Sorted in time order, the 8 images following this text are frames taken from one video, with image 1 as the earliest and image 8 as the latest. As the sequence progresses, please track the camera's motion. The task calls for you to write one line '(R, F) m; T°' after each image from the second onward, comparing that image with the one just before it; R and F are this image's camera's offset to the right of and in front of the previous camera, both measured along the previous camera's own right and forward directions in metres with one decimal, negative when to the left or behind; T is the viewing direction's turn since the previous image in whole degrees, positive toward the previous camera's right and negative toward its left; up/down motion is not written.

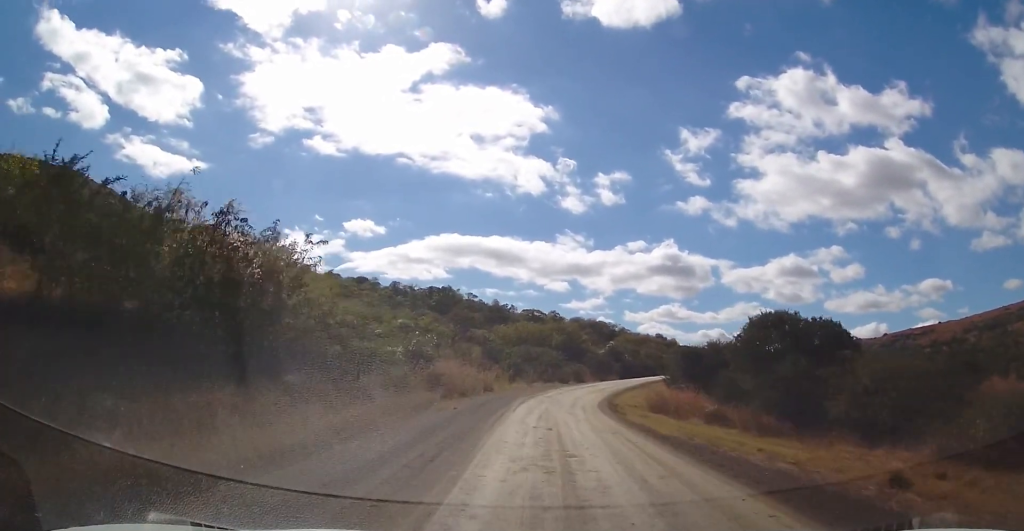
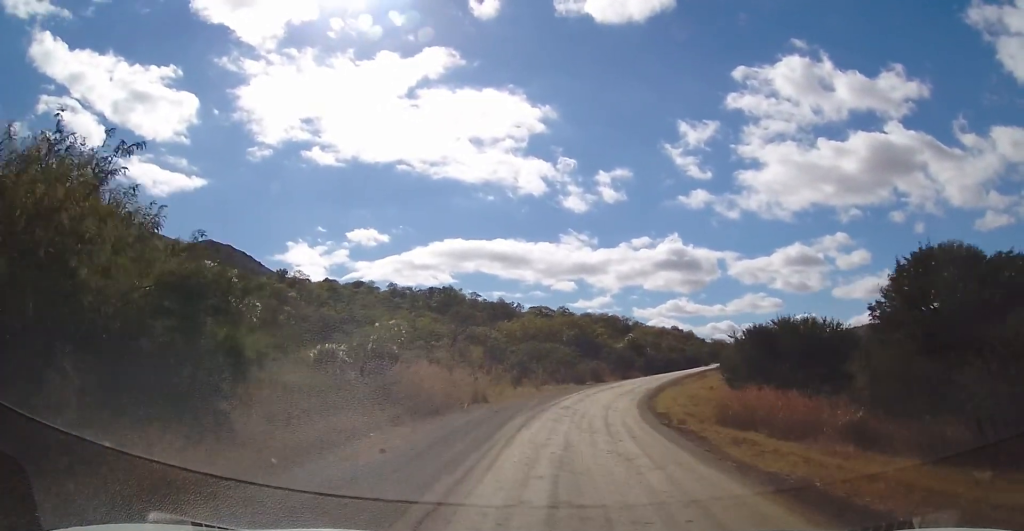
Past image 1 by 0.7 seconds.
(-0.2, +11.6) m; 0°
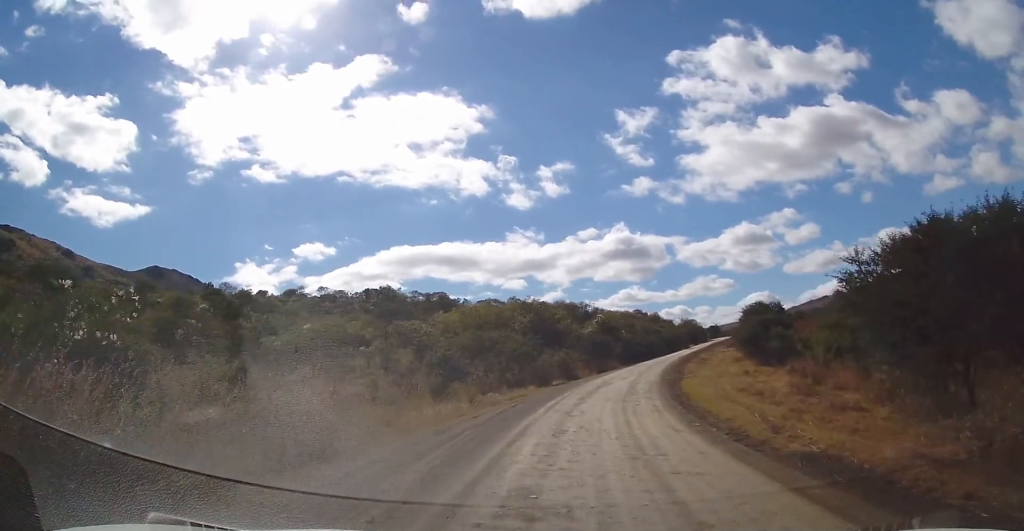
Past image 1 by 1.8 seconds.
(0.0, +18.0) m; +3°
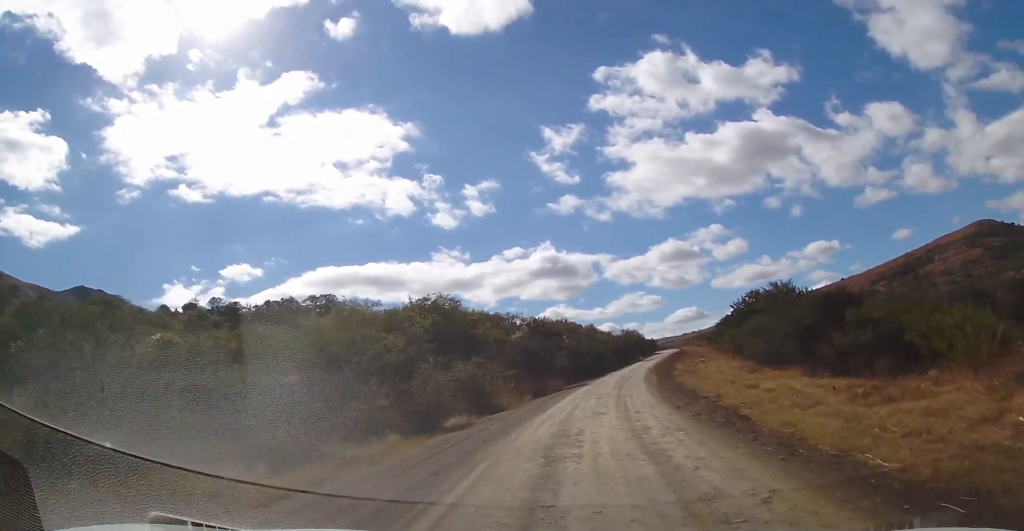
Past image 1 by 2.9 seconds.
(+1.0, +19.0) m; +7°
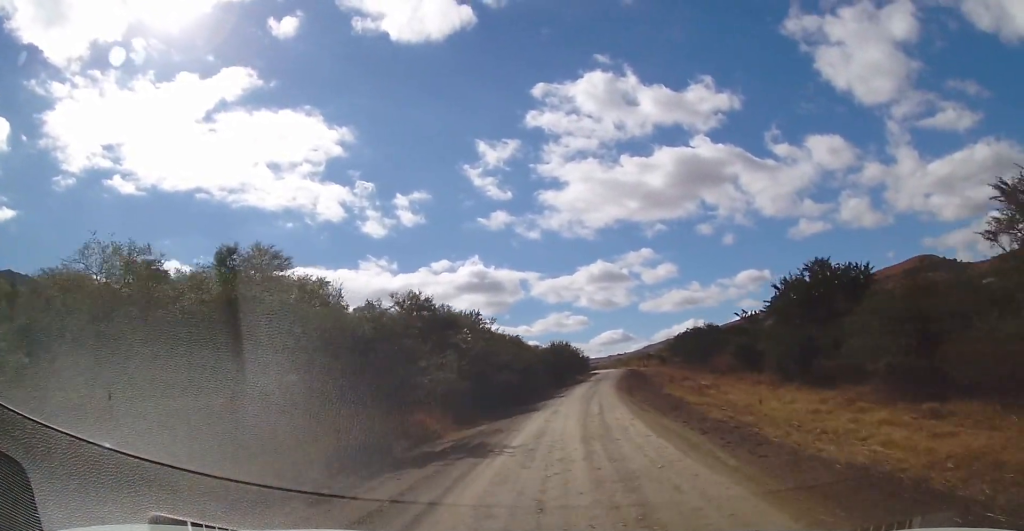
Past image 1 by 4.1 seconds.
(+1.4, +22.3) m; +6°
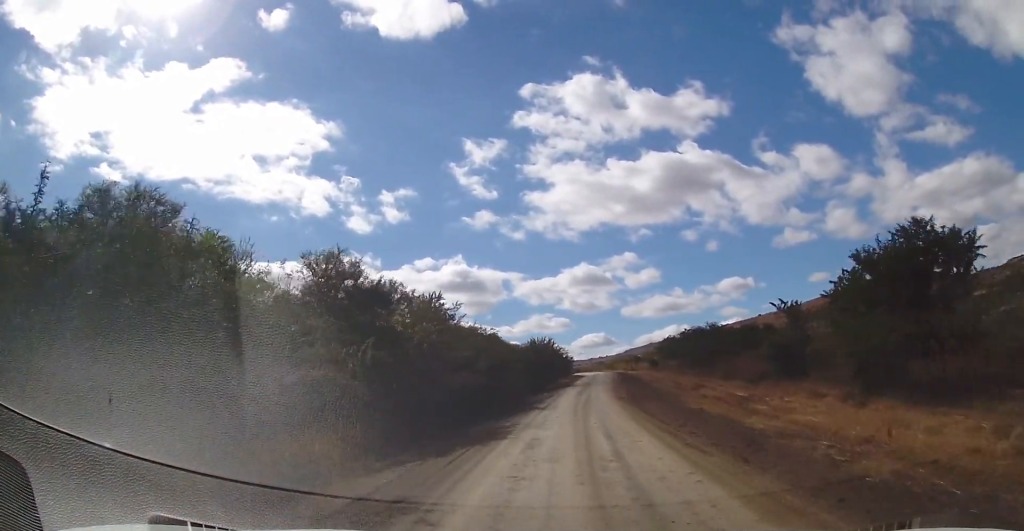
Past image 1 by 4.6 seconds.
(+0.2, +8.9) m; +2°
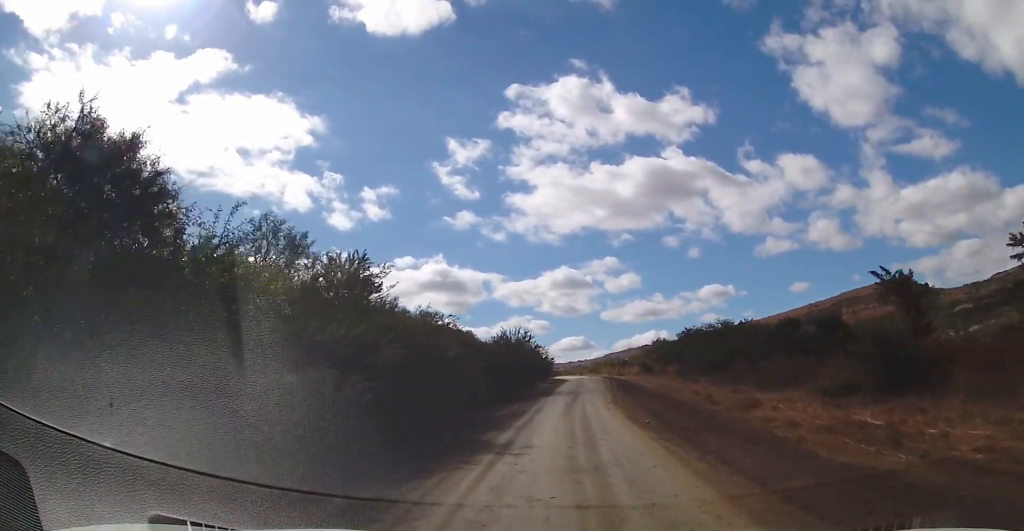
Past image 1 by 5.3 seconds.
(0.0, +11.2) m; +2°
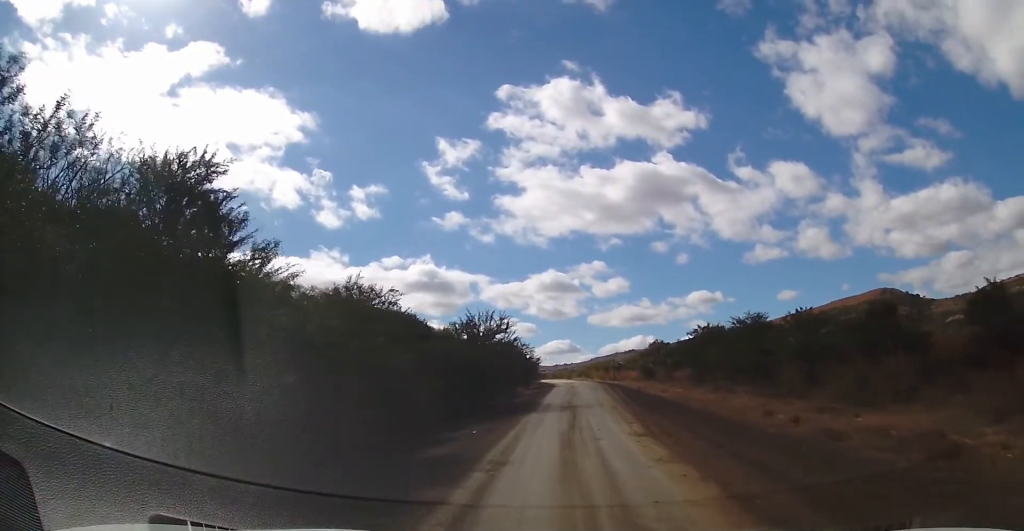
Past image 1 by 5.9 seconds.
(+0.4, +11.0) m; +3°
